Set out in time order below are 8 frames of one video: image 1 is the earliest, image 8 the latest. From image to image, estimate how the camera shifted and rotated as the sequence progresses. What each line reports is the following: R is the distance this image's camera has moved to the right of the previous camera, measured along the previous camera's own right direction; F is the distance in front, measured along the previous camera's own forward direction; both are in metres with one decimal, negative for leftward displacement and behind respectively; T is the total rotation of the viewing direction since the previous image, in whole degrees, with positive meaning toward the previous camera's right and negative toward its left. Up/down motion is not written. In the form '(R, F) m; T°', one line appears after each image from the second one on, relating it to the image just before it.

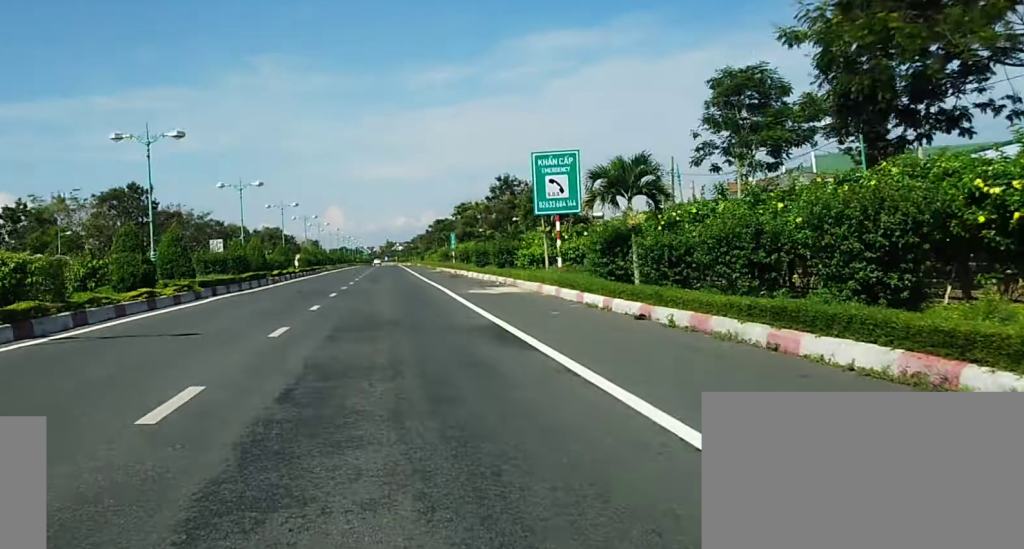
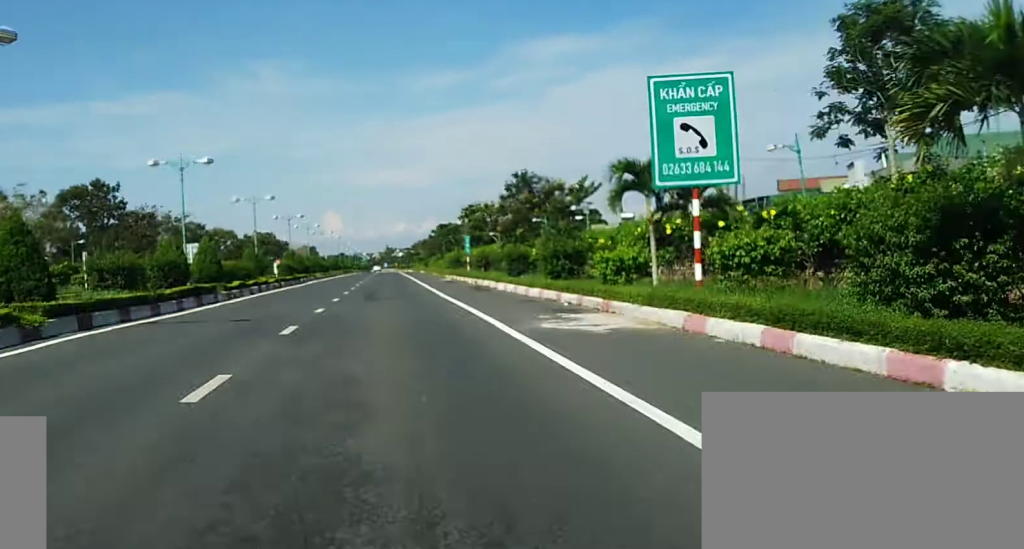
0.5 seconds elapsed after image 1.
(0.0, +11.9) m; 0°
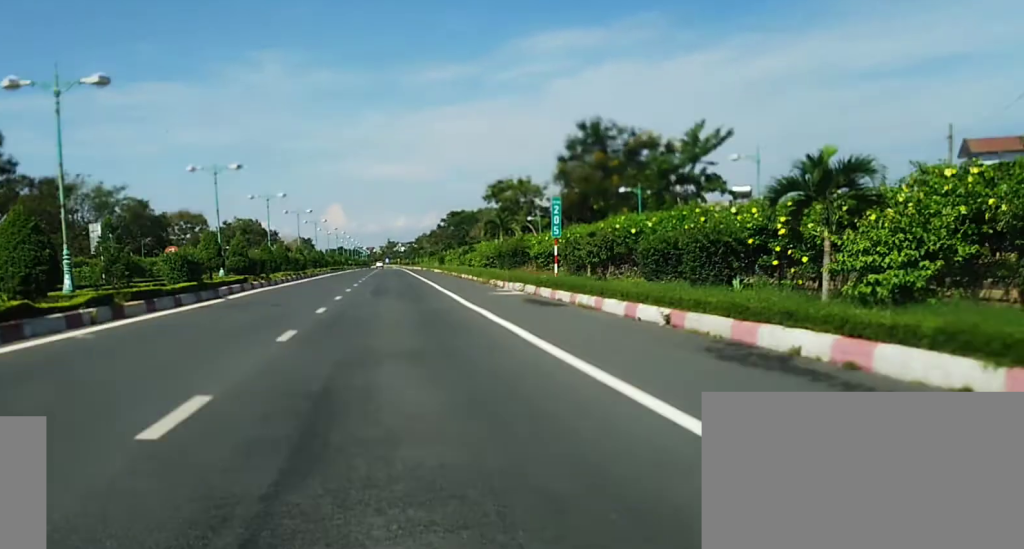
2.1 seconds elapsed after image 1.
(0.0, +35.1) m; +1°
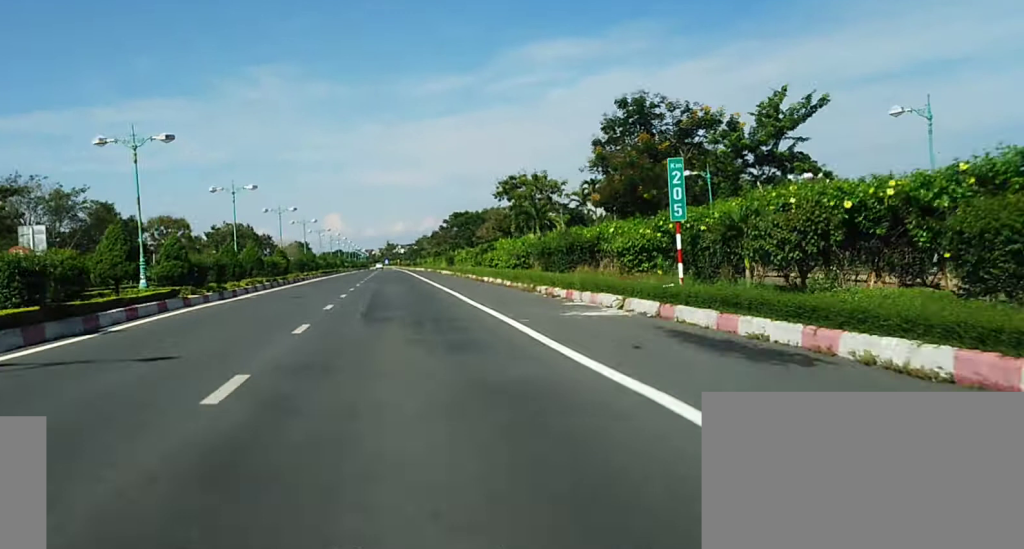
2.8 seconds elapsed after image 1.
(+0.1, +14.4) m; 0°
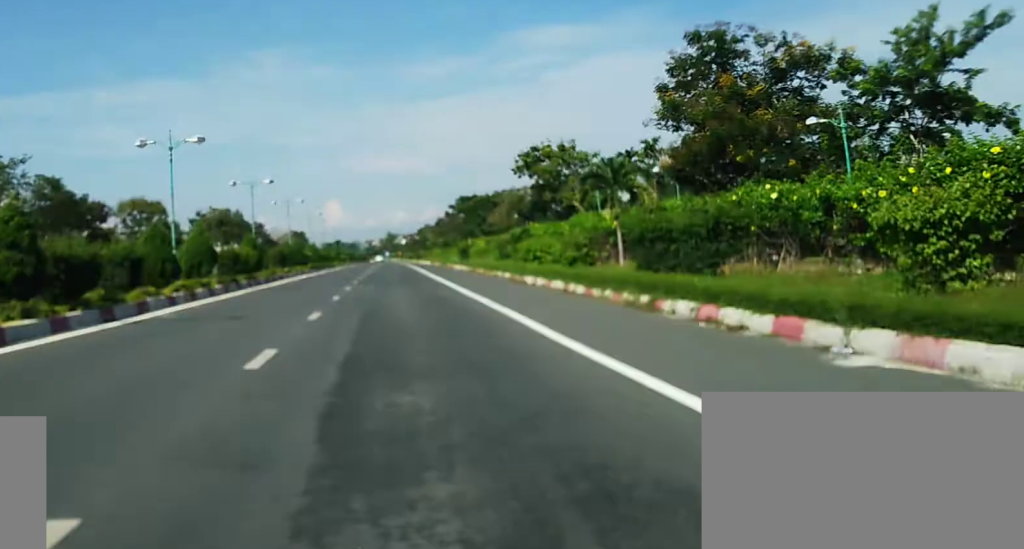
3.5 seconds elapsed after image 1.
(+0.1, +14.2) m; 0°
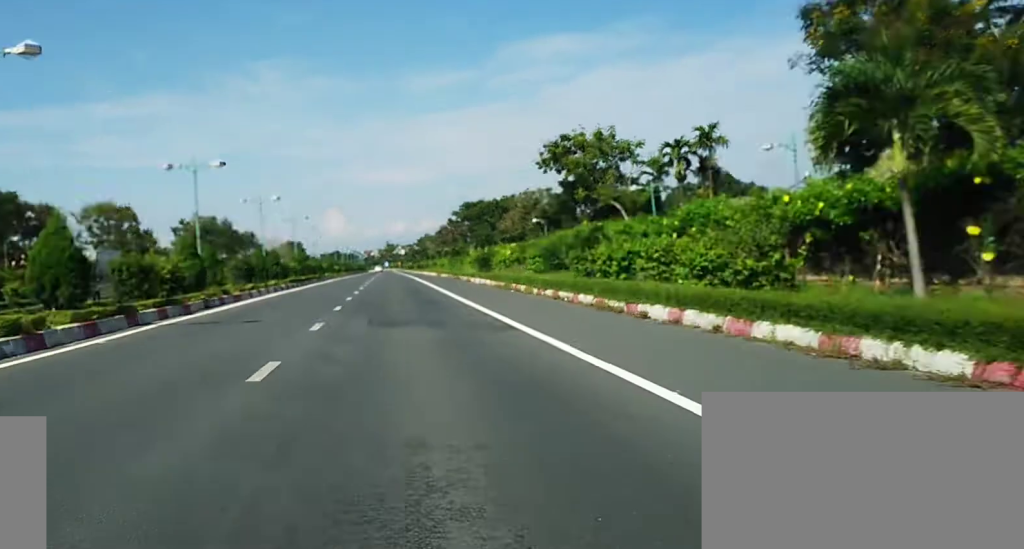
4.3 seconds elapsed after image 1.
(0.0, +16.9) m; -1°
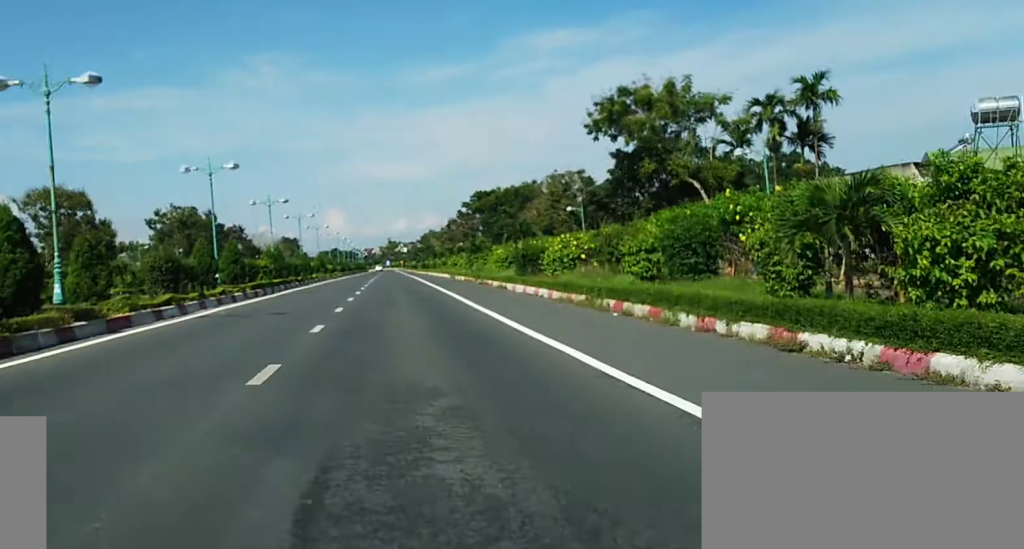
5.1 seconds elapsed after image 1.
(-0.2, +16.7) m; -1°
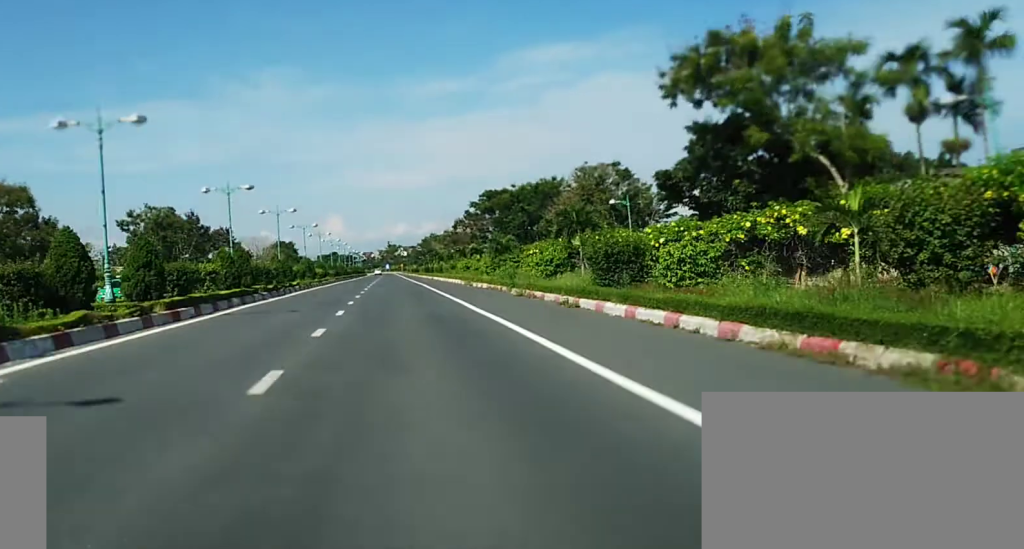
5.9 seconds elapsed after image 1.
(-0.1, +16.6) m; 0°
